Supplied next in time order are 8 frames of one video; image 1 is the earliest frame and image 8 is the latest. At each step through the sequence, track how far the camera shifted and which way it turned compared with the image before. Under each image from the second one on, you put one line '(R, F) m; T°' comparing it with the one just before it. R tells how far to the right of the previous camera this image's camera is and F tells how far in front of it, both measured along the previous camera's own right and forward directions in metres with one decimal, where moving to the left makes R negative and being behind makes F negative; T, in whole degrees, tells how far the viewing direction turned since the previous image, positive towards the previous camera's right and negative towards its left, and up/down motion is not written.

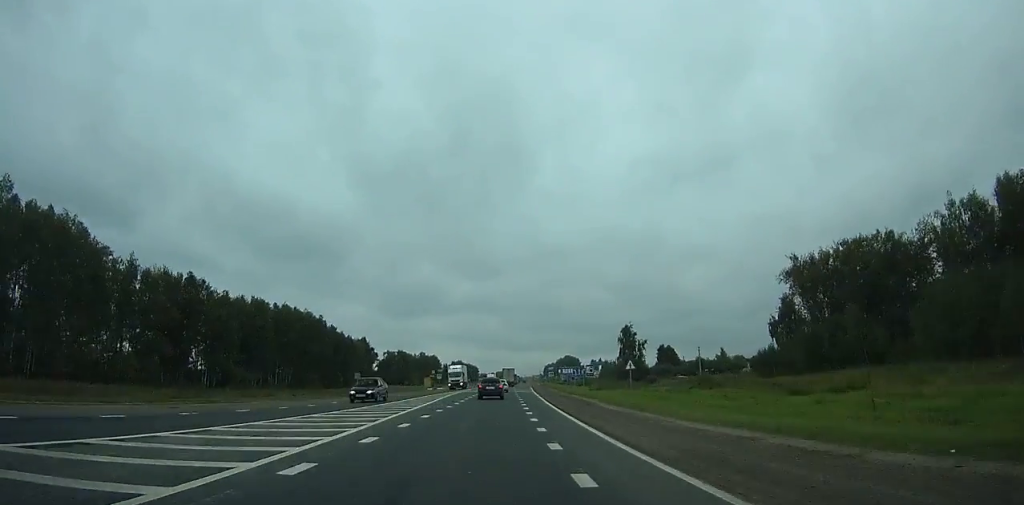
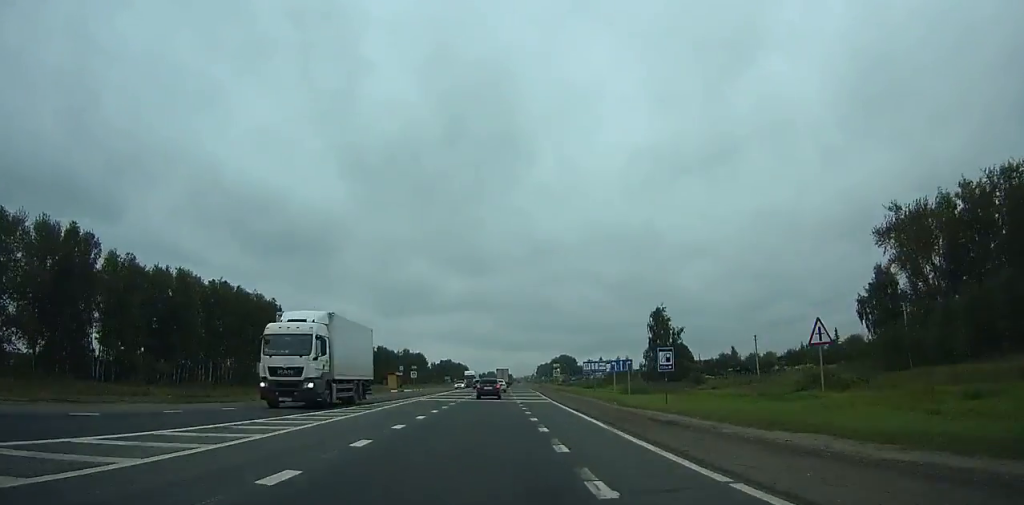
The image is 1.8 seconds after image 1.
(+0.8, +33.1) m; +2°
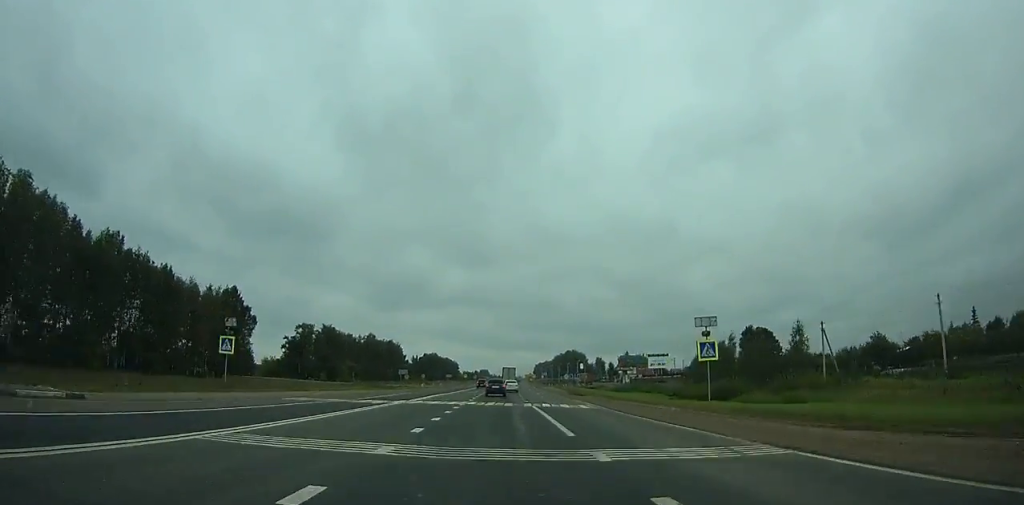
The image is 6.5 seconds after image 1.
(+1.1, +86.5) m; +1°
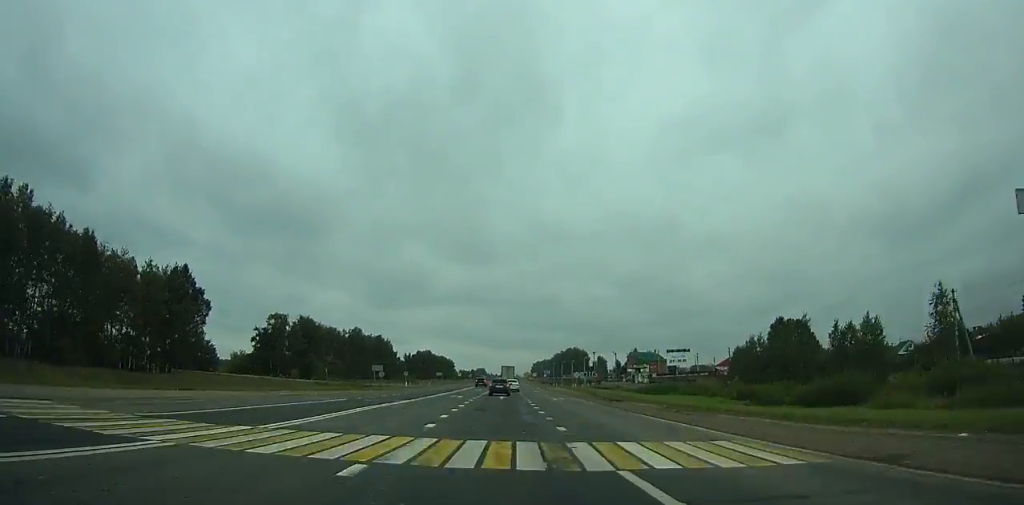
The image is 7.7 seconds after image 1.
(-0.2, +22.2) m; 0°
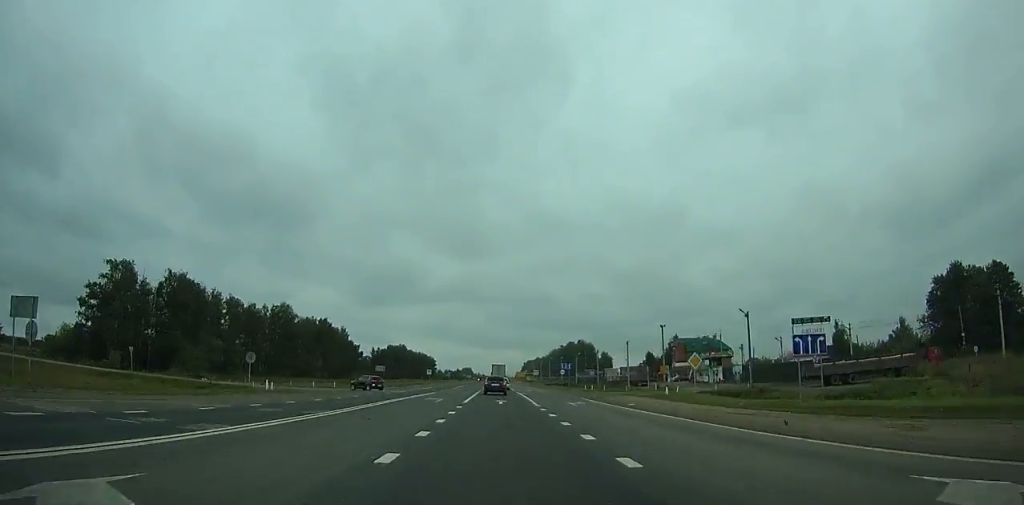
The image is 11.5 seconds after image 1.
(+1.0, +70.7) m; +1°
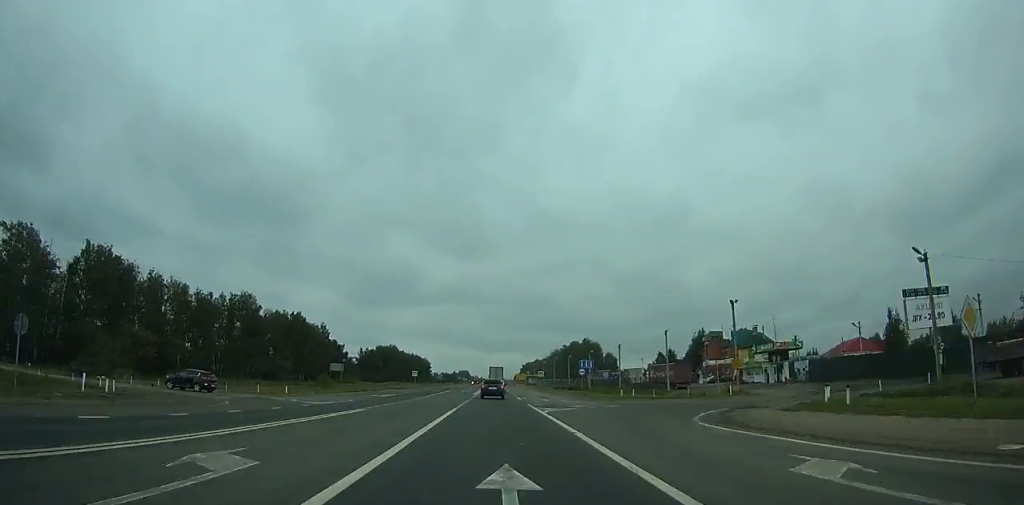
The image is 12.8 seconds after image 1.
(+0.1, +24.1) m; 0°
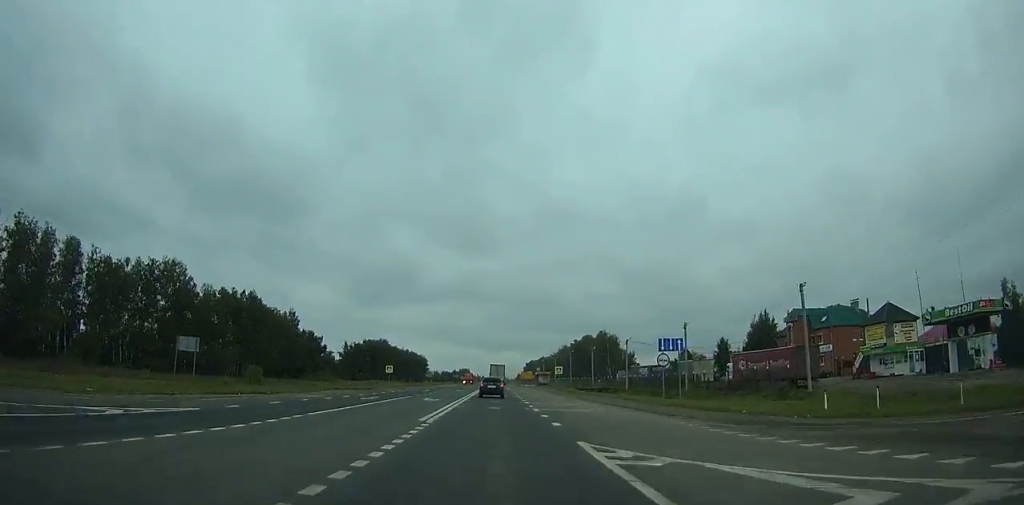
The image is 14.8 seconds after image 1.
(0.0, +36.6) m; 0°
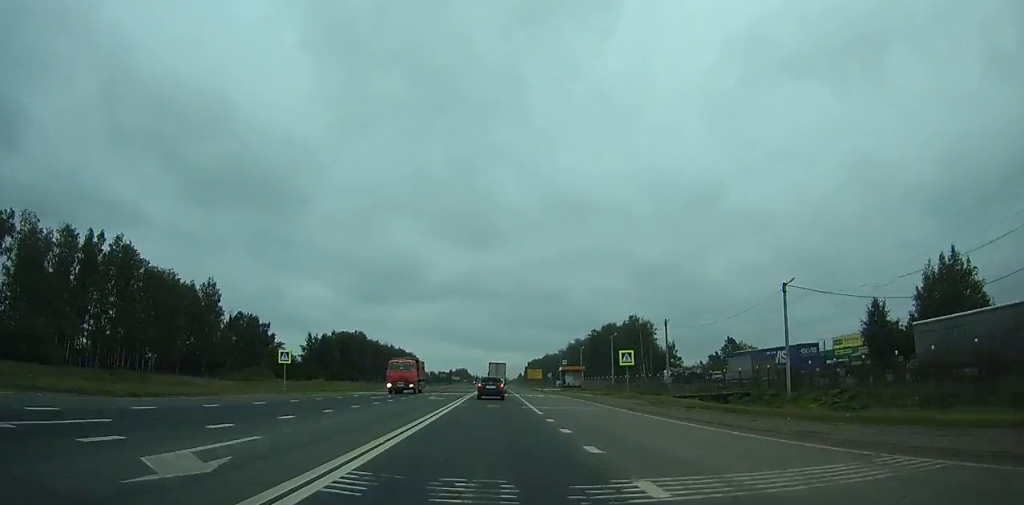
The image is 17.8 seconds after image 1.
(-0.3, +53.1) m; 0°
